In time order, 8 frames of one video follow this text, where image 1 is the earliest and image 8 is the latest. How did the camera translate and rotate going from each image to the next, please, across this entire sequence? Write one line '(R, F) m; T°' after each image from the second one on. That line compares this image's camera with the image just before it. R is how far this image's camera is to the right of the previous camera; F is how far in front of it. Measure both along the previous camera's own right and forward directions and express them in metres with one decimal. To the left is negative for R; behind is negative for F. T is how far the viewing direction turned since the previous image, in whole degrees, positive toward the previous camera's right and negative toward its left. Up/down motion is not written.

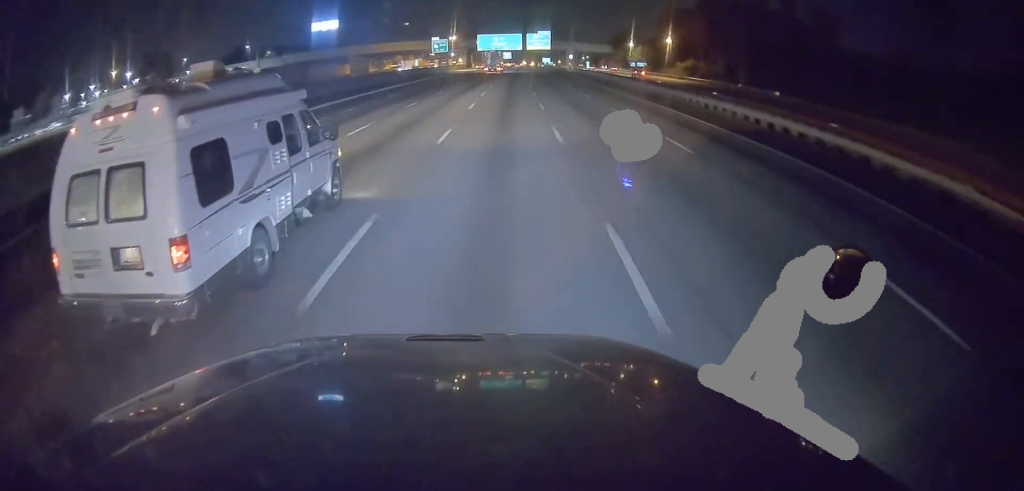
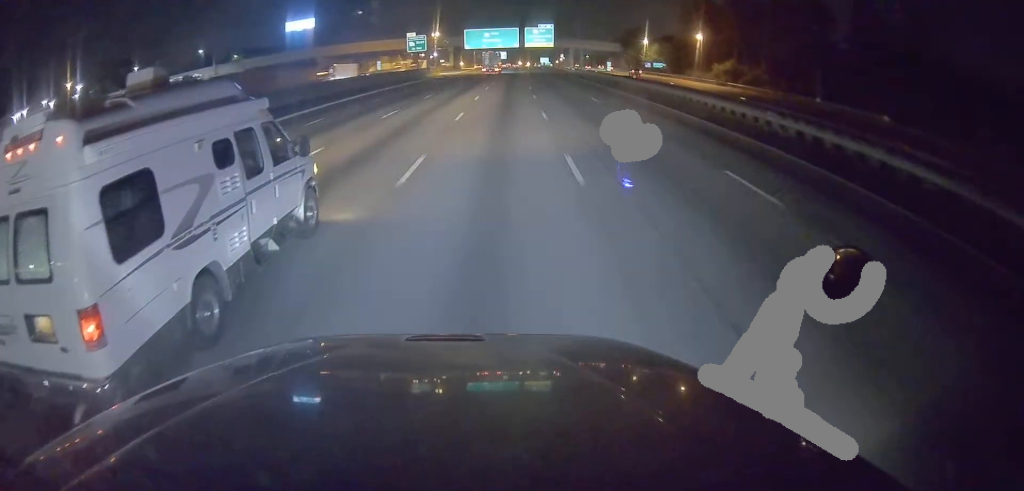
(+0.2, +30.6) m; 0°
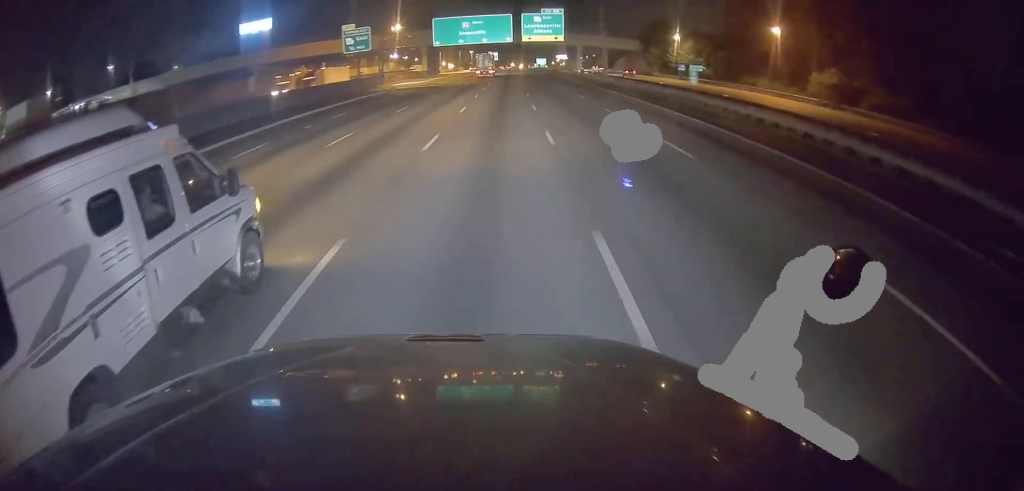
(+0.2, +43.4) m; +1°
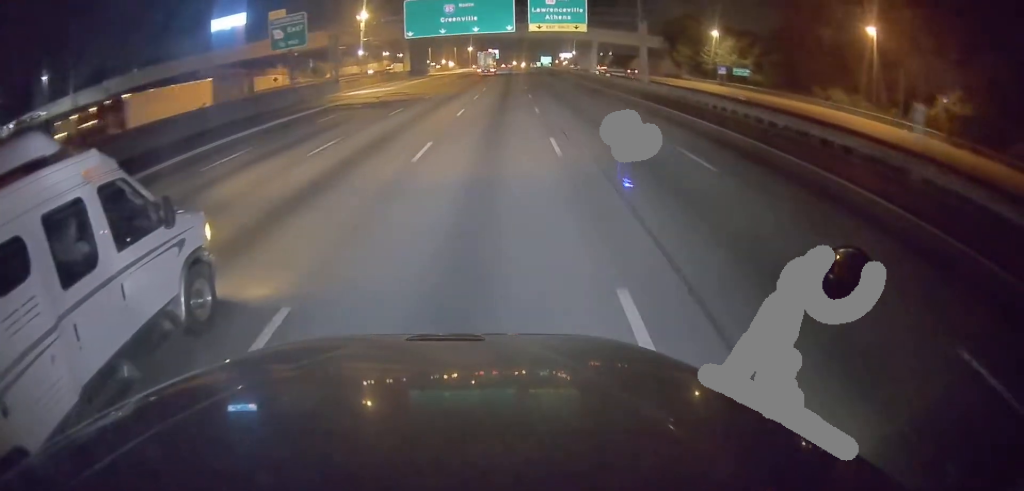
(+0.1, +24.7) m; 0°
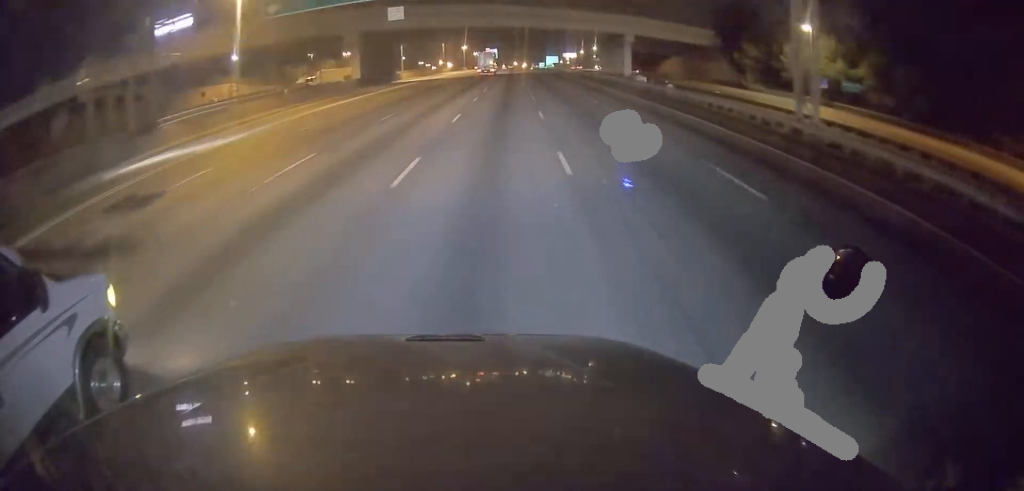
(-0.2, +39.0) m; -1°
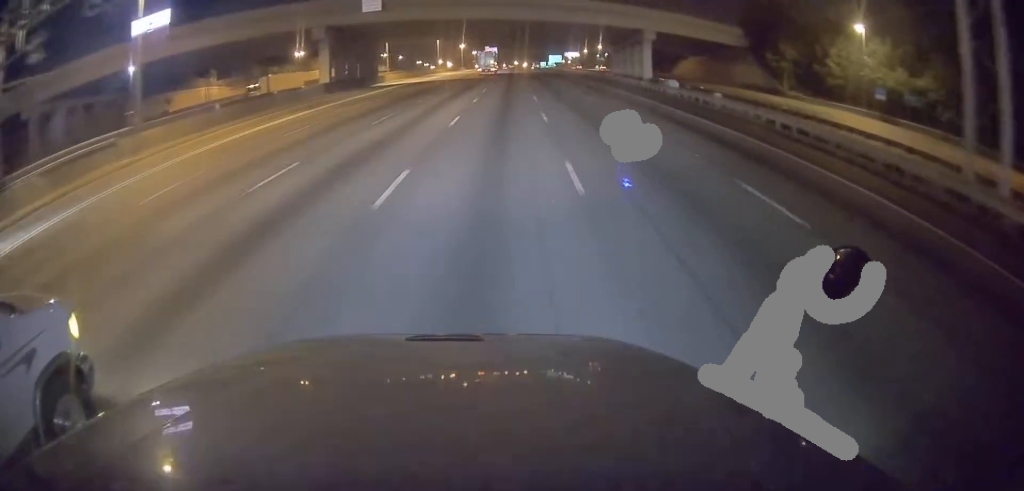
(-0.1, +13.8) m; 0°
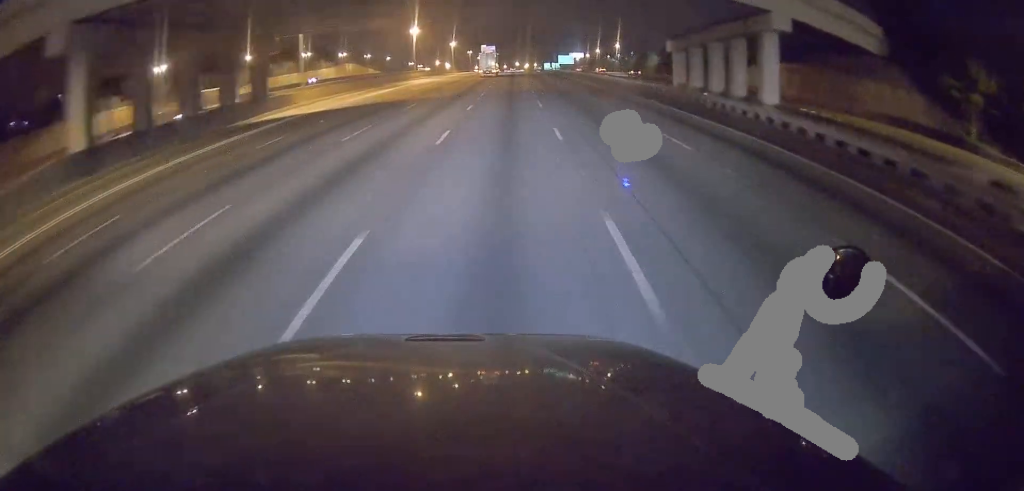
(0.0, +42.9) m; 0°
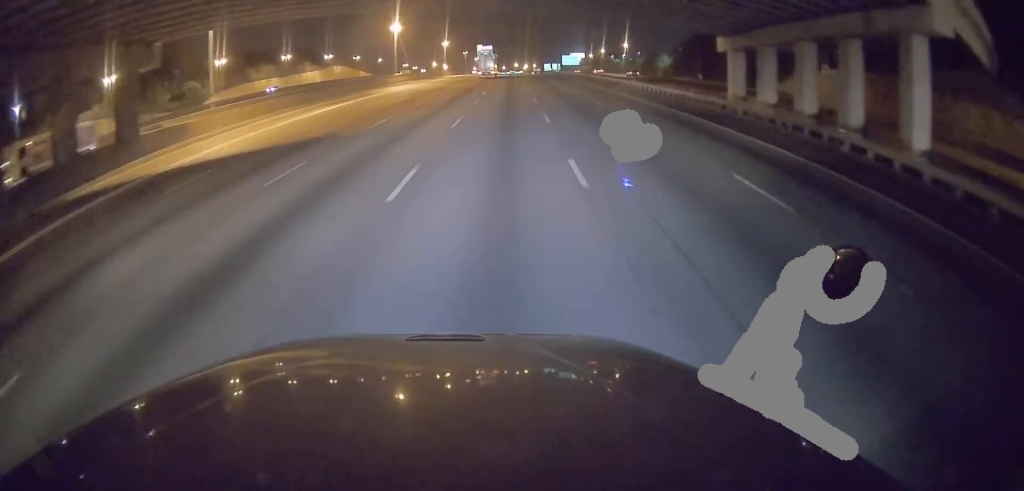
(0.0, +16.8) m; 0°
